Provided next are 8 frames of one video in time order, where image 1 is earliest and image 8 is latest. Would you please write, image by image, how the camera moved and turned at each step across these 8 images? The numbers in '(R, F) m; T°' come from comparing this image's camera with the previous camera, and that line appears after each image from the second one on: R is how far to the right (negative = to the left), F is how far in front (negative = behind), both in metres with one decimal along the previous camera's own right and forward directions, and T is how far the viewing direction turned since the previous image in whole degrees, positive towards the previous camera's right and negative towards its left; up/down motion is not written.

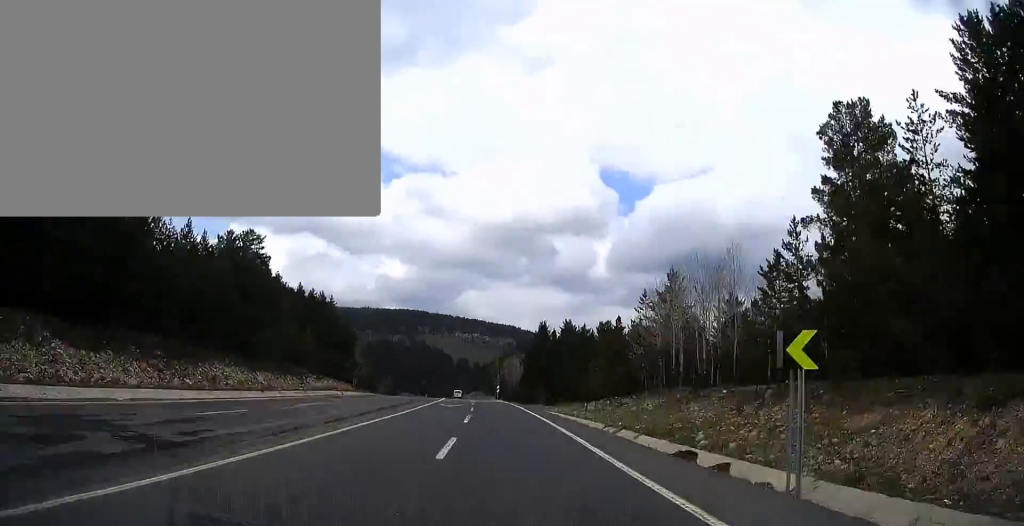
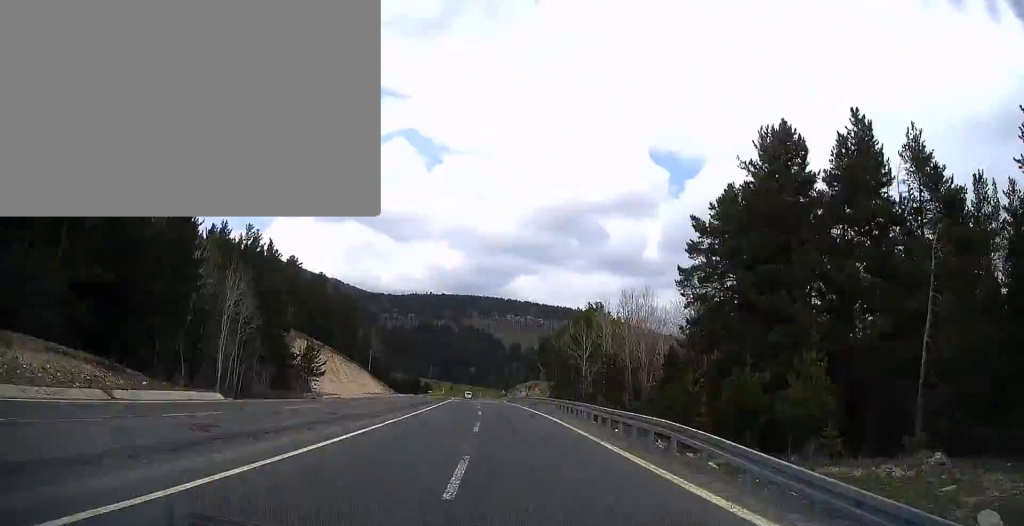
(-3.0, +88.8) m; -3°
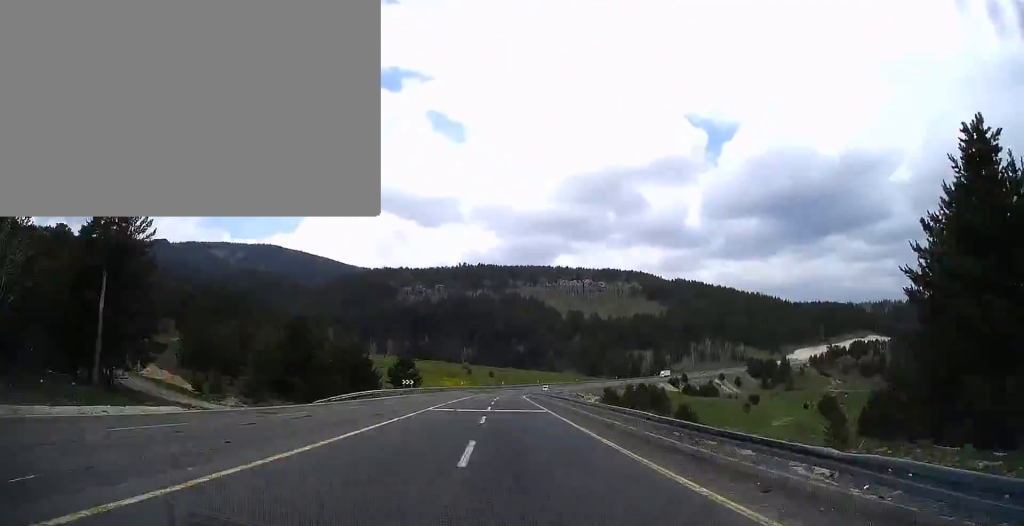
(-6.4, +190.9) m; +3°
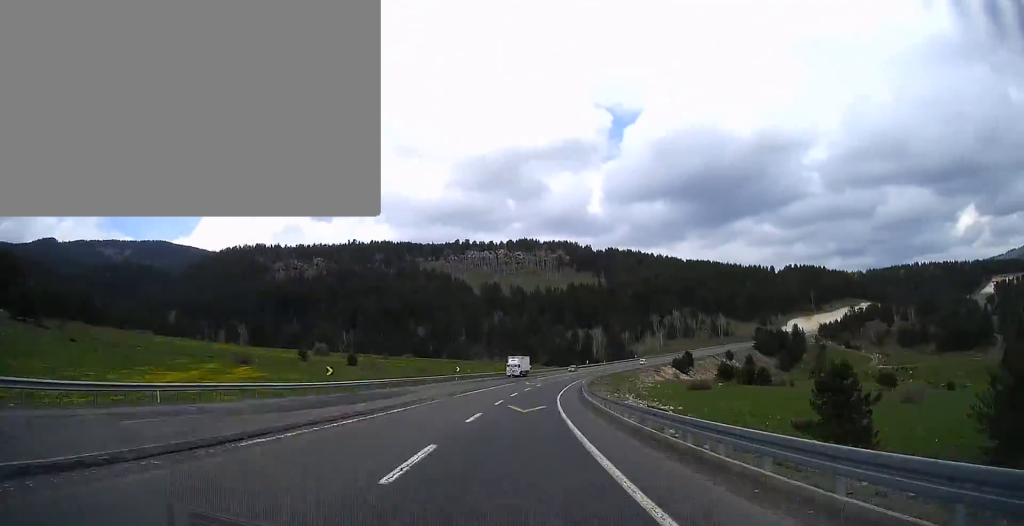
(+7.7, +142.0) m; +13°
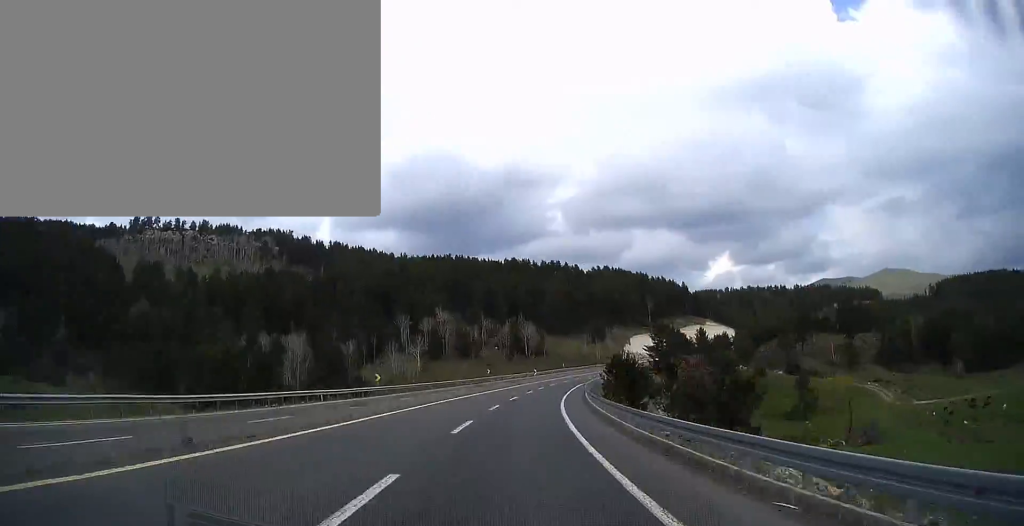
(+36.1, +168.5) m; +25°
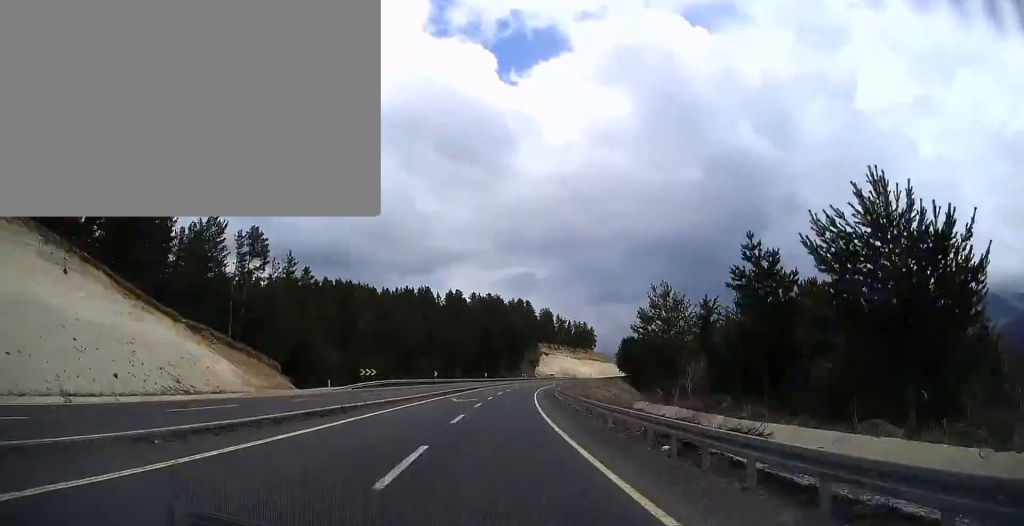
(+121.6, +328.5) m; +34°
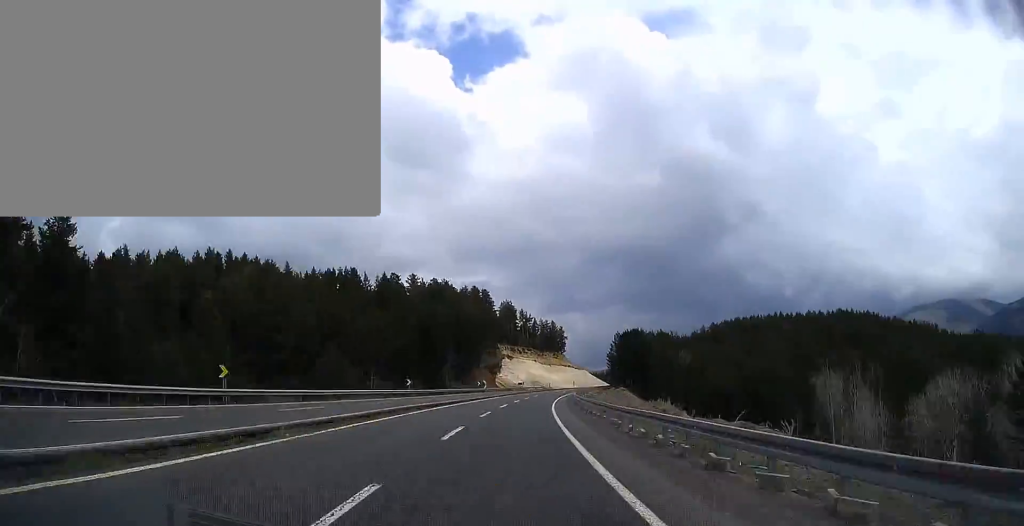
(+3.4, +60.6) m; +5°
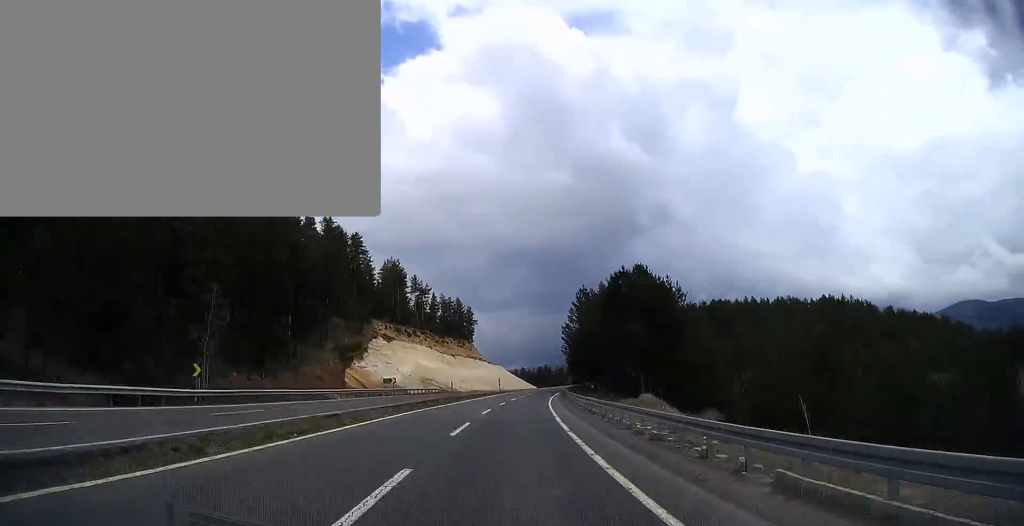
(+3.6, +78.8) m; +8°
